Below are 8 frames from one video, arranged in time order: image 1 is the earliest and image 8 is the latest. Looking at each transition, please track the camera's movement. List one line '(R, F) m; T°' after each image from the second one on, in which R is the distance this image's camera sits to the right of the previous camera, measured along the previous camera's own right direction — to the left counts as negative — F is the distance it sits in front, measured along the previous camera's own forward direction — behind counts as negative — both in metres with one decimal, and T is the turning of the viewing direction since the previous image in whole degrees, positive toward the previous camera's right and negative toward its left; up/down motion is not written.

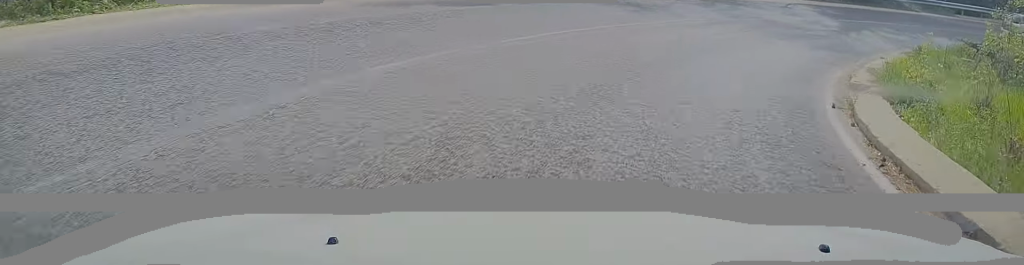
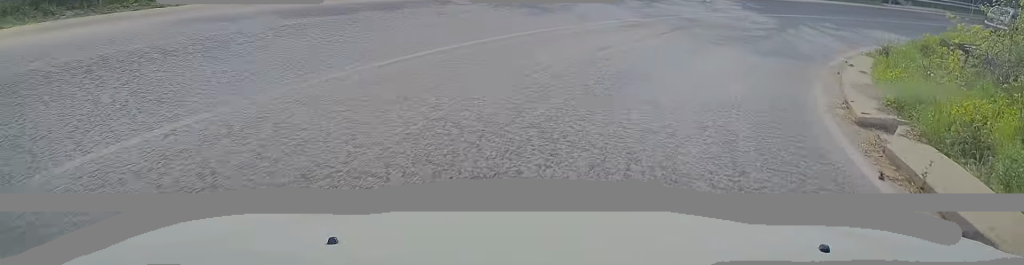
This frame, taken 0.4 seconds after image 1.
(+0.3, +4.0) m; +9°
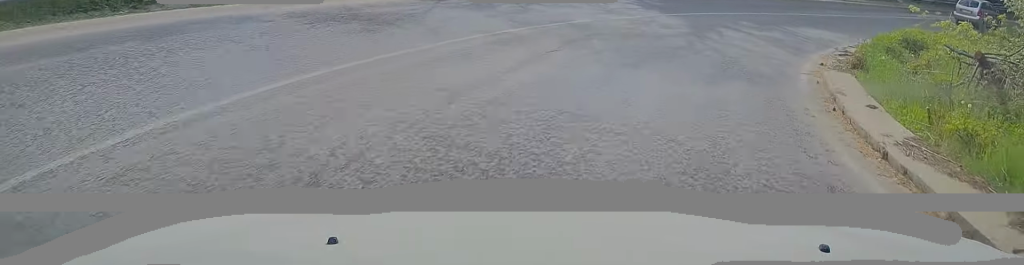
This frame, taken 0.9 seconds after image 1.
(-0.2, +5.0) m; +12°
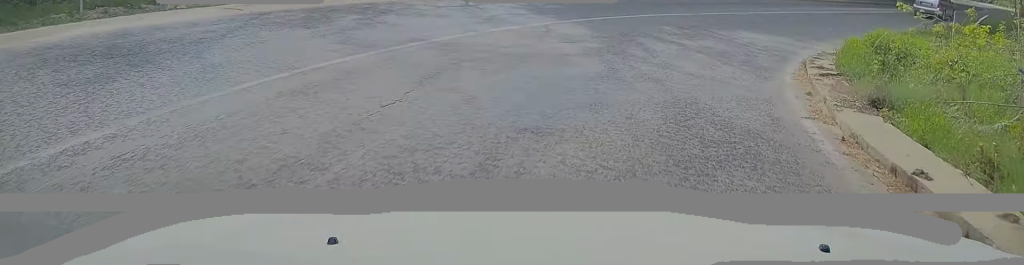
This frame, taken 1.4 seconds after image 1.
(+0.4, +4.2) m; +12°
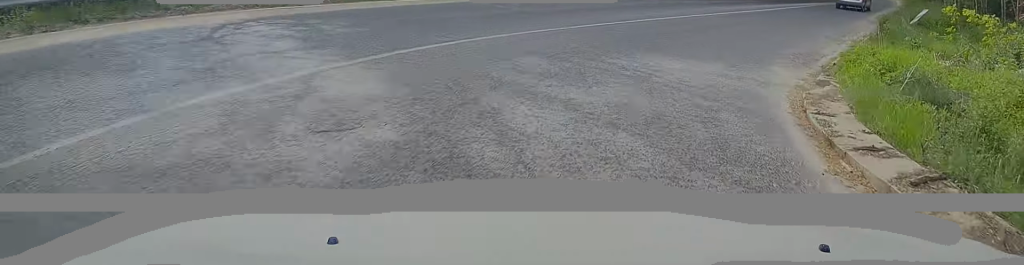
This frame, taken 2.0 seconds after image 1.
(+1.6, +5.8) m; +18°
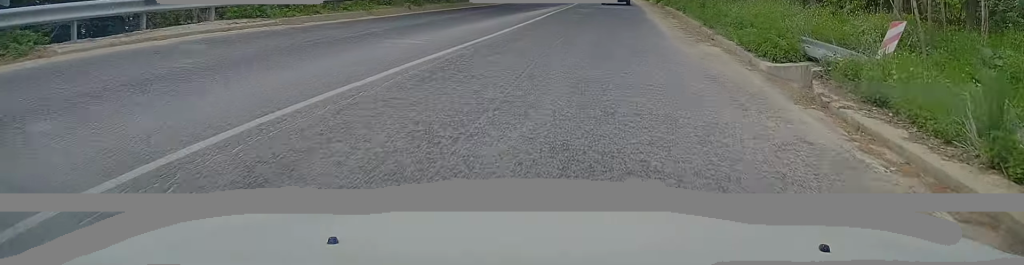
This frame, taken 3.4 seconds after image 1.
(+2.5, +12.5) m; +21°
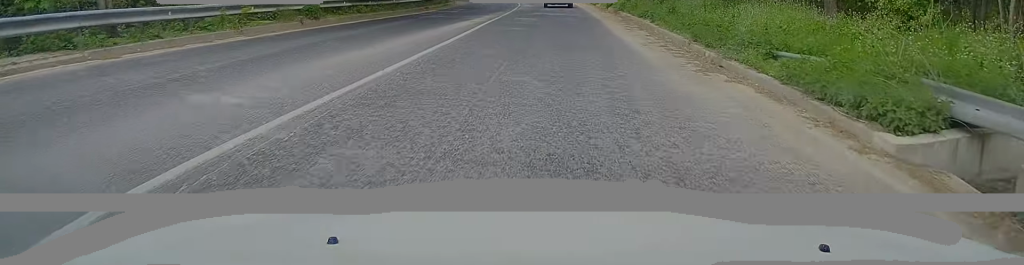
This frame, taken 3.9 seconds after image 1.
(+0.6, +4.9) m; +5°
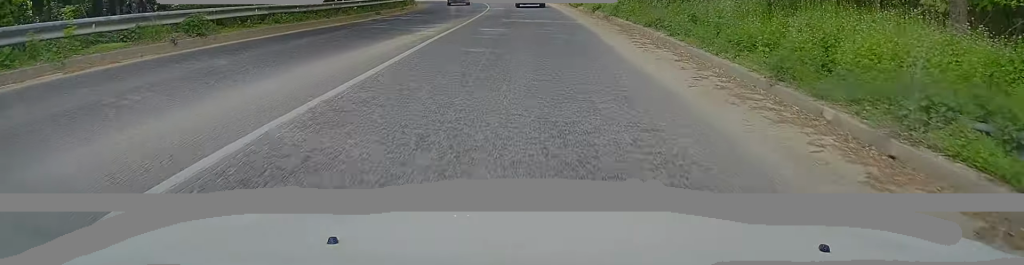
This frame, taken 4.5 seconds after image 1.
(+0.2, +5.1) m; +4°
